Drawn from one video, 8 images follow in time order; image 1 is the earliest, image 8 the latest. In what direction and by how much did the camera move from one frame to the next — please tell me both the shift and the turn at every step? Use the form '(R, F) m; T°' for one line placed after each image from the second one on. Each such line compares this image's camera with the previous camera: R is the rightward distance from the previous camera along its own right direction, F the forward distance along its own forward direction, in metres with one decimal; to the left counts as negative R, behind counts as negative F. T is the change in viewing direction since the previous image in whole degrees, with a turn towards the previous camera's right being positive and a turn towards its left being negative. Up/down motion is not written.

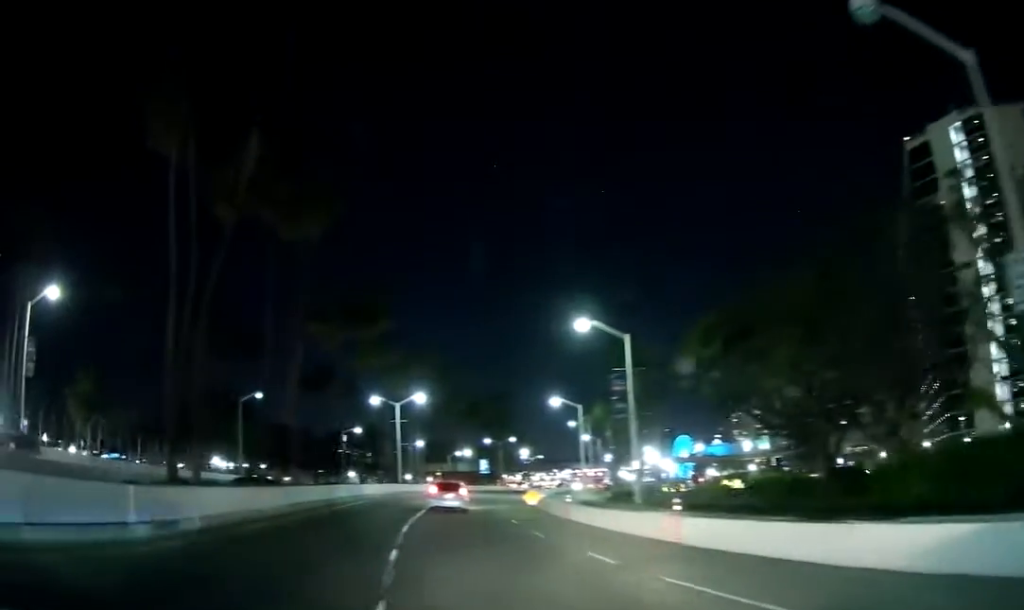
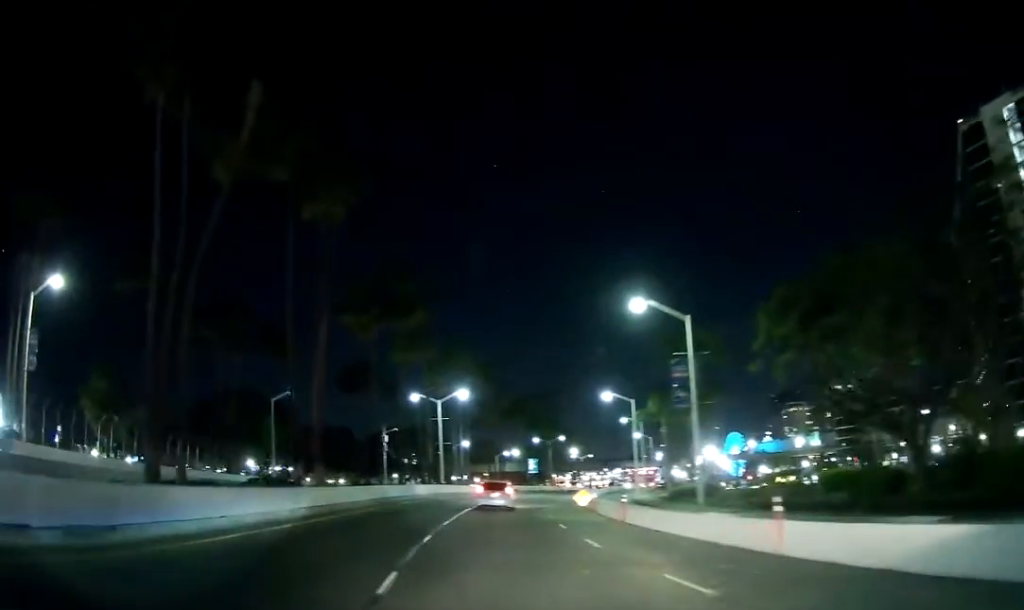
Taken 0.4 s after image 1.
(-0.2, +3.8) m; -4°
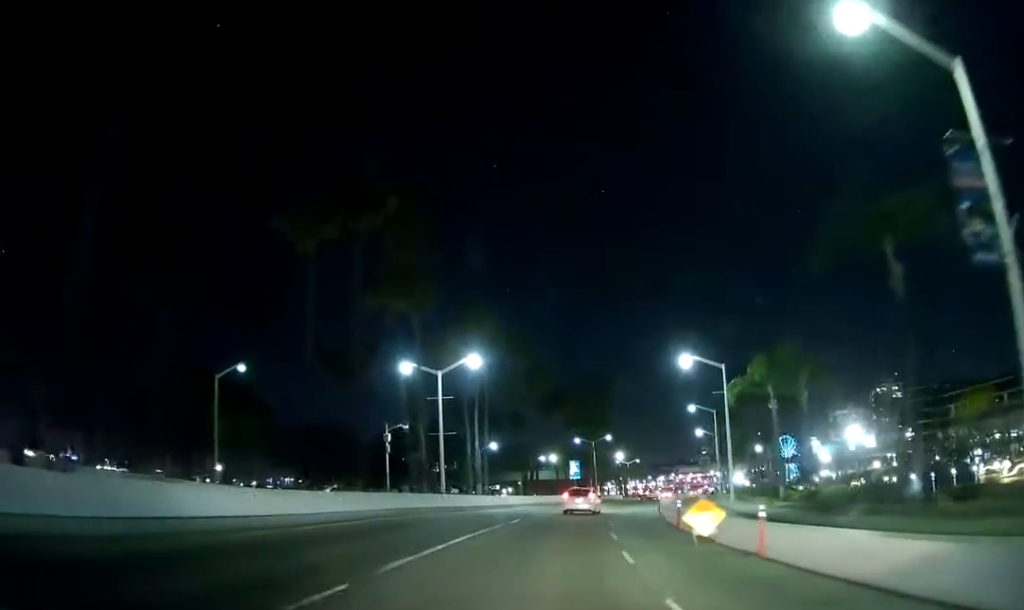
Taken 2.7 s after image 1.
(-3.5, +23.3) m; -11°
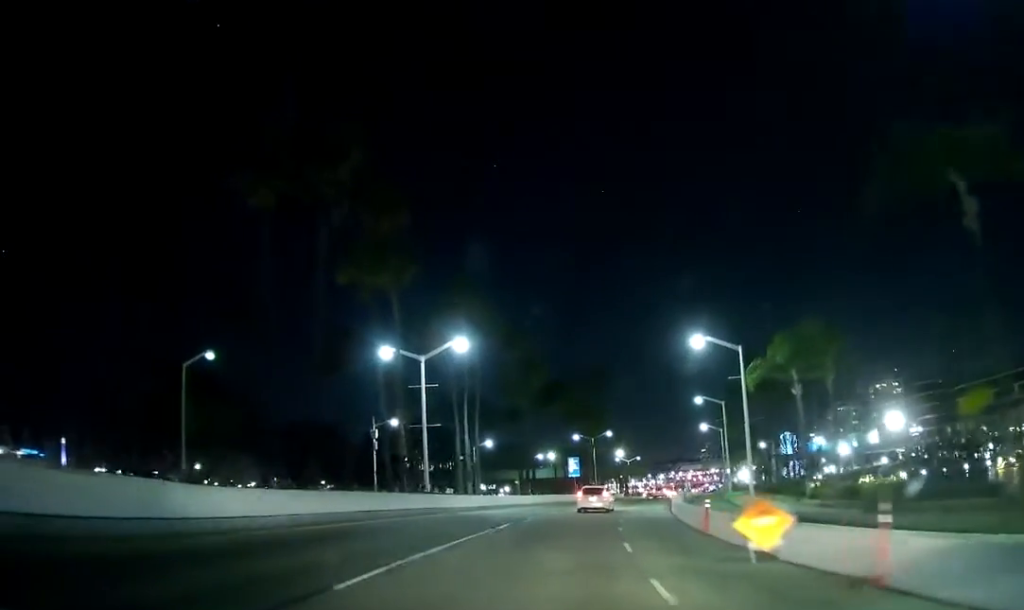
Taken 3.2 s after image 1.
(+0.1, +5.8) m; 0°
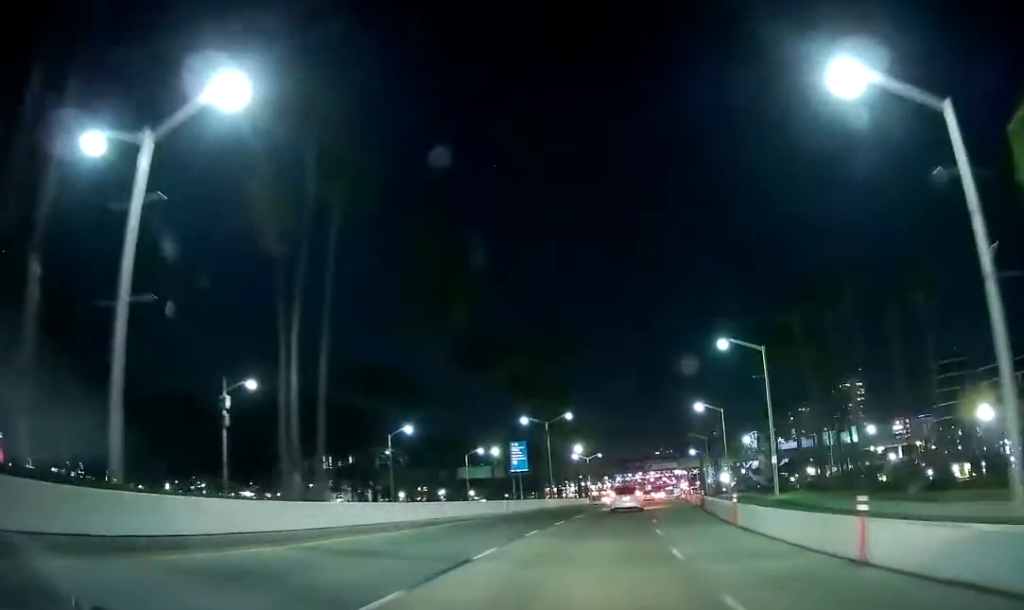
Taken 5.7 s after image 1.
(+0.3, +30.9) m; +4°
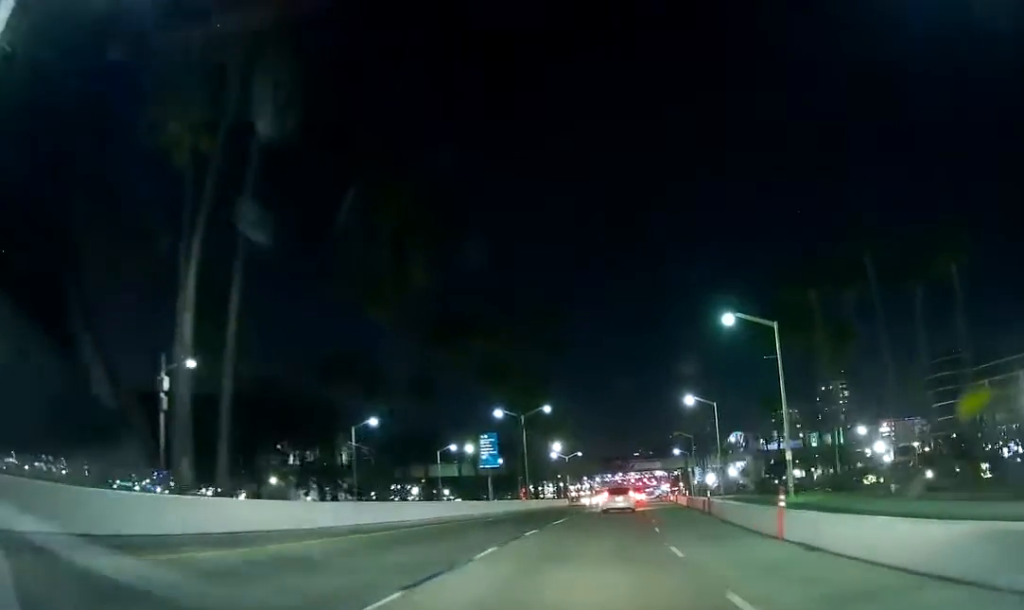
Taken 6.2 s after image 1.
(+0.3, +7.2) m; +2°
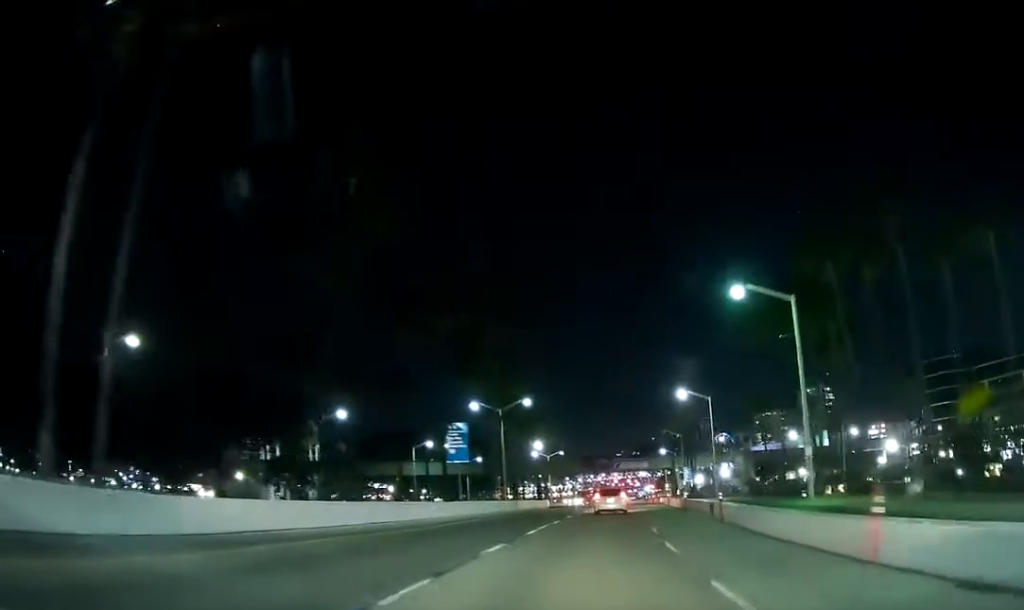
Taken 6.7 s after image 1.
(+0.3, +6.3) m; +2°
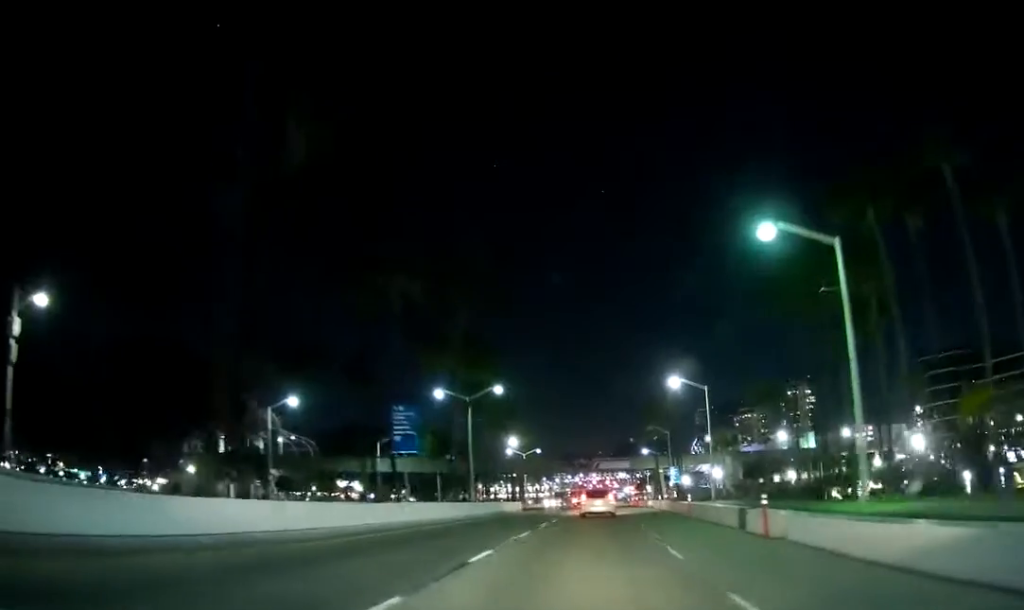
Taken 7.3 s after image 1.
(0.0, +8.4) m; +1°
